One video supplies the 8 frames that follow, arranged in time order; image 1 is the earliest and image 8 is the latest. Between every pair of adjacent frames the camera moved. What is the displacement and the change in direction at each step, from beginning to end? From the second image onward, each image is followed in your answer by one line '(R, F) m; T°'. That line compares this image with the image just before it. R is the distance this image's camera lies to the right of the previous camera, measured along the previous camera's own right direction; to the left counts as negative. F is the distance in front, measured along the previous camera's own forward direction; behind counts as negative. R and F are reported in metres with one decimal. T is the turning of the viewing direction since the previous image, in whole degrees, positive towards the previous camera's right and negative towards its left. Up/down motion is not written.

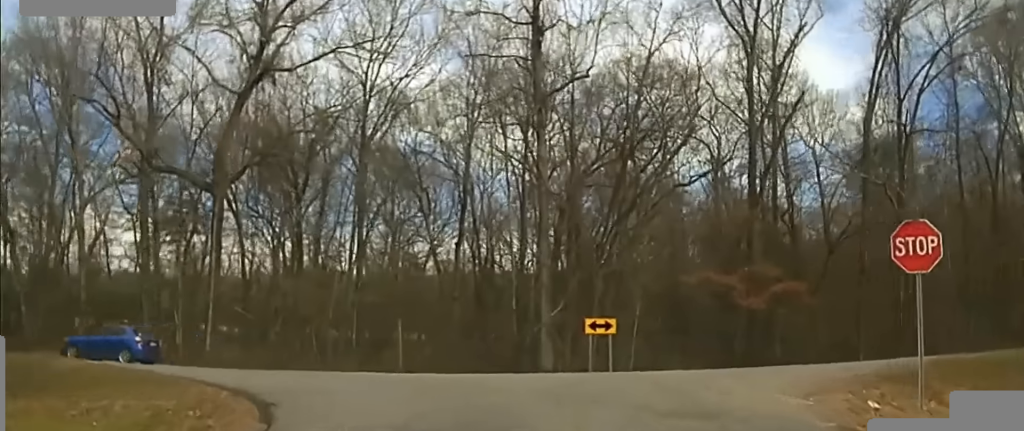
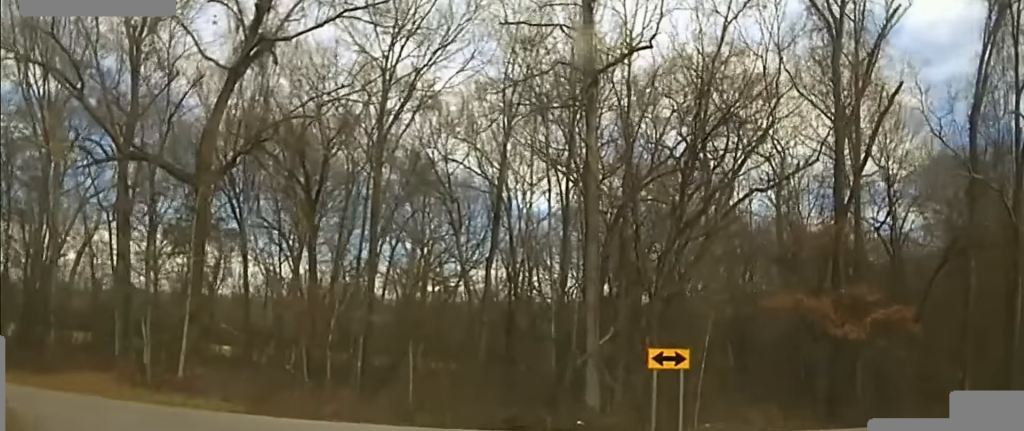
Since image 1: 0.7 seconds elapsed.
(-0.1, +11.9) m; -6°
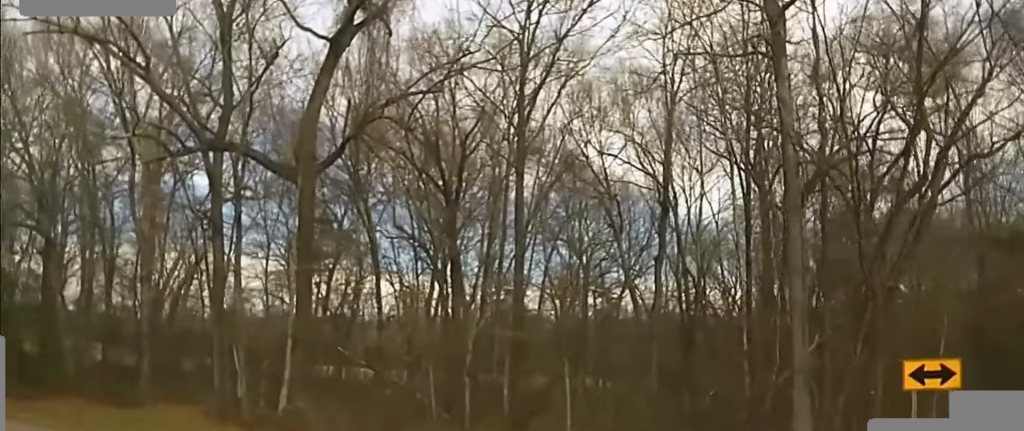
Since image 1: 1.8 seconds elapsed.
(-1.7, +13.2) m; -27°
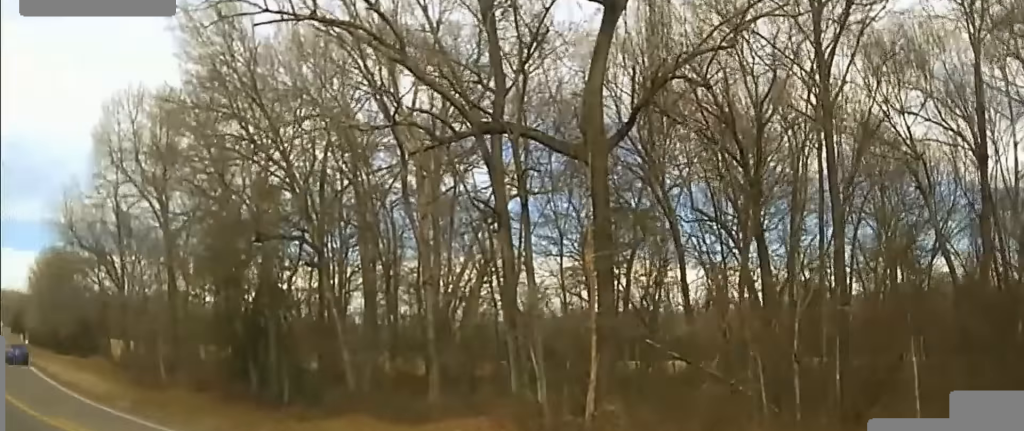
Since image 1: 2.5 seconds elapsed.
(-2.4, +6.5) m; -18°
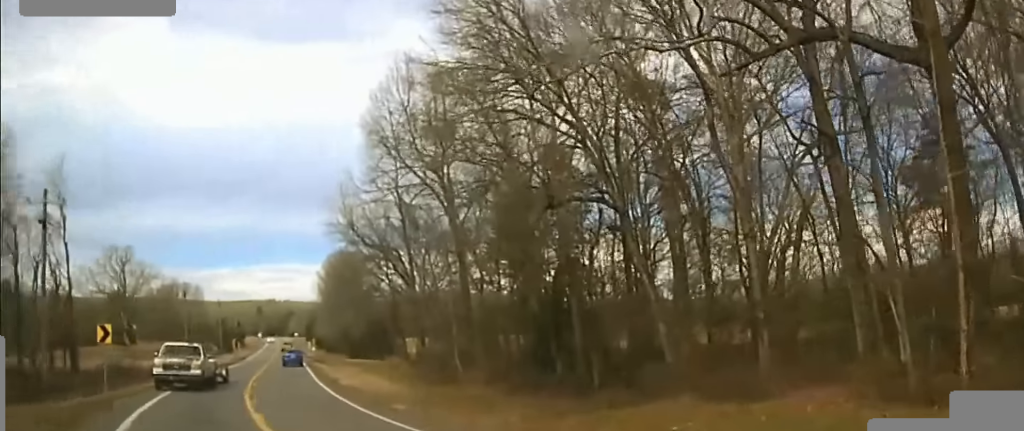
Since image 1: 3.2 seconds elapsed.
(-1.2, +6.8) m; -12°
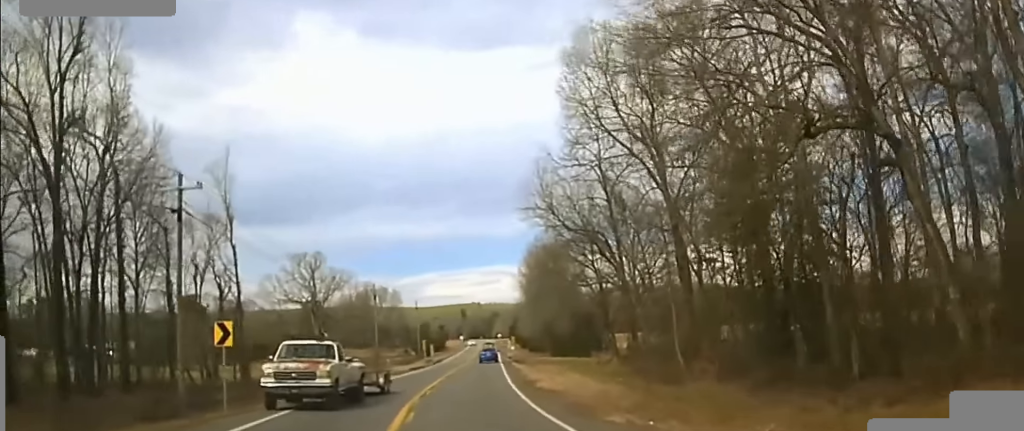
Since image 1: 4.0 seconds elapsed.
(-0.4, +7.1) m; -5°
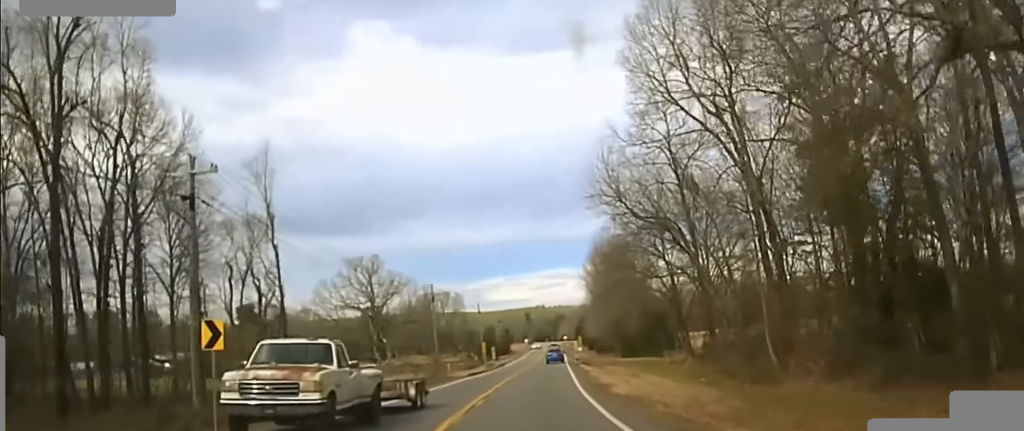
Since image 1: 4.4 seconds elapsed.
(-0.1, +3.3) m; -2°
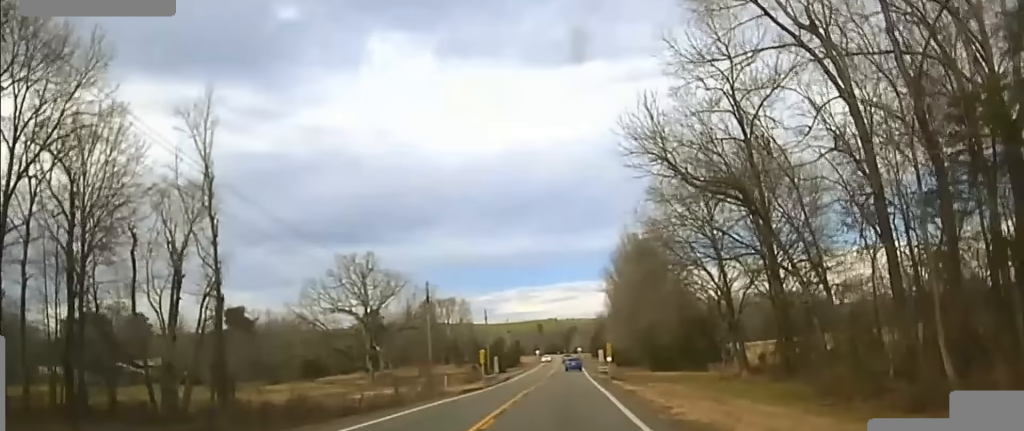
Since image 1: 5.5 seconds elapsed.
(-0.5, +14.3) m; -1°
